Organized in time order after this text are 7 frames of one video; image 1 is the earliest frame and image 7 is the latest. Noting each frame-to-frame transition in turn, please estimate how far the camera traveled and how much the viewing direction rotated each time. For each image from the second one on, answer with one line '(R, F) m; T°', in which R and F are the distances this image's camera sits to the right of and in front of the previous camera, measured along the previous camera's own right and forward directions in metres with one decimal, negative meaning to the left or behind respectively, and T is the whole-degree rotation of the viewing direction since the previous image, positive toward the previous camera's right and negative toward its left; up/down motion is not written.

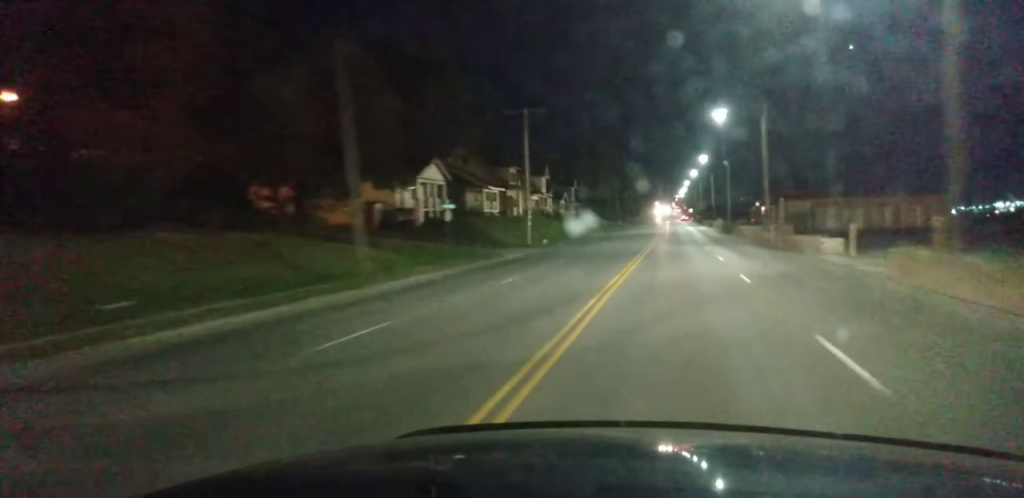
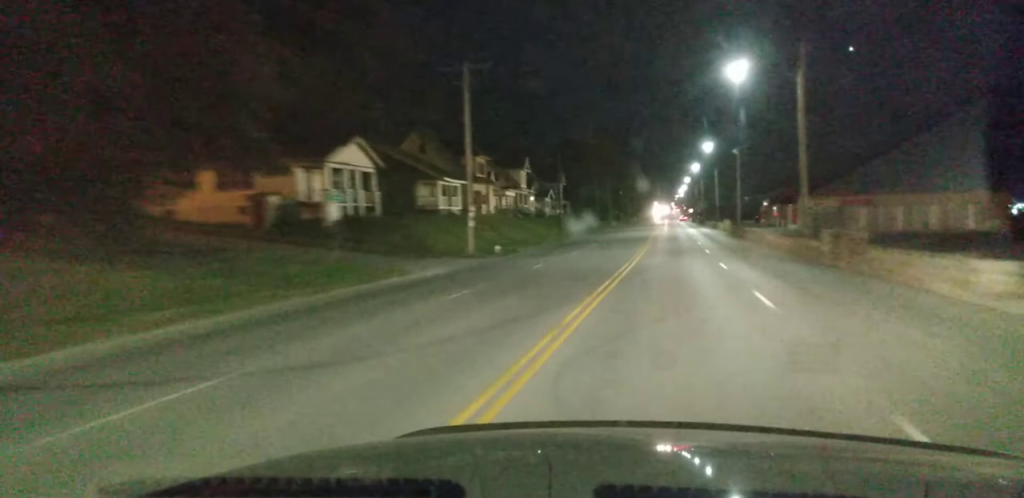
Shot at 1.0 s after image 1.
(+0.5, +16.5) m; +2°
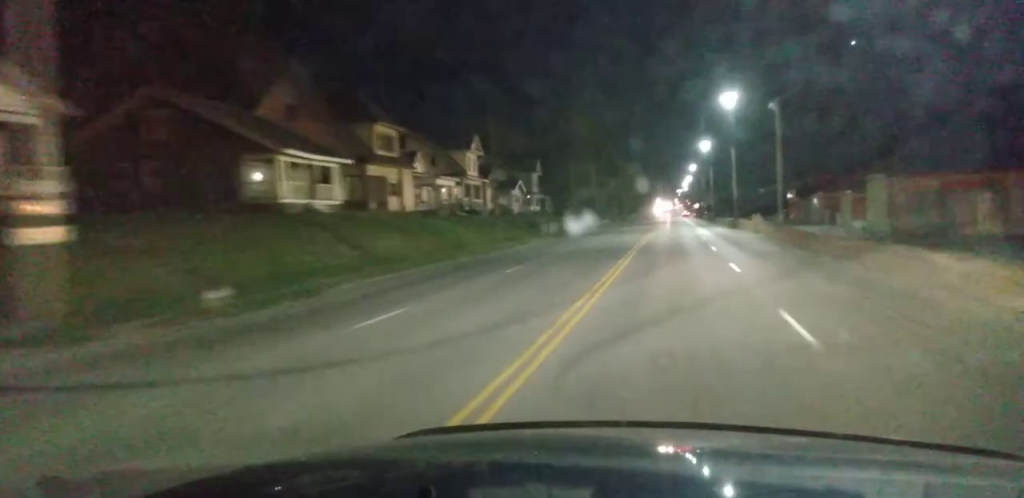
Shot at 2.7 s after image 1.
(-1.2, +30.0) m; -4°
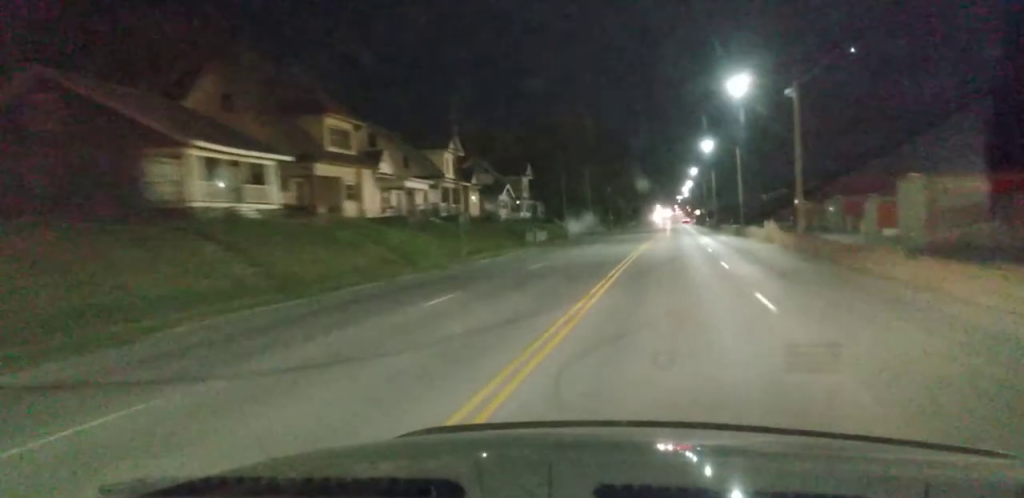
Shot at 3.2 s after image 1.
(-0.3, +9.1) m; -1°
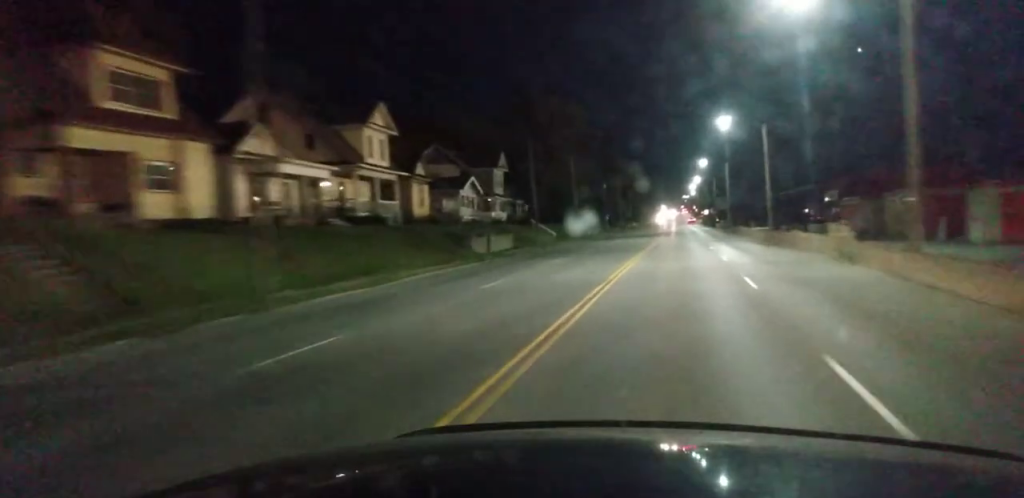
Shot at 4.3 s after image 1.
(+0.6, +19.0) m; +3°
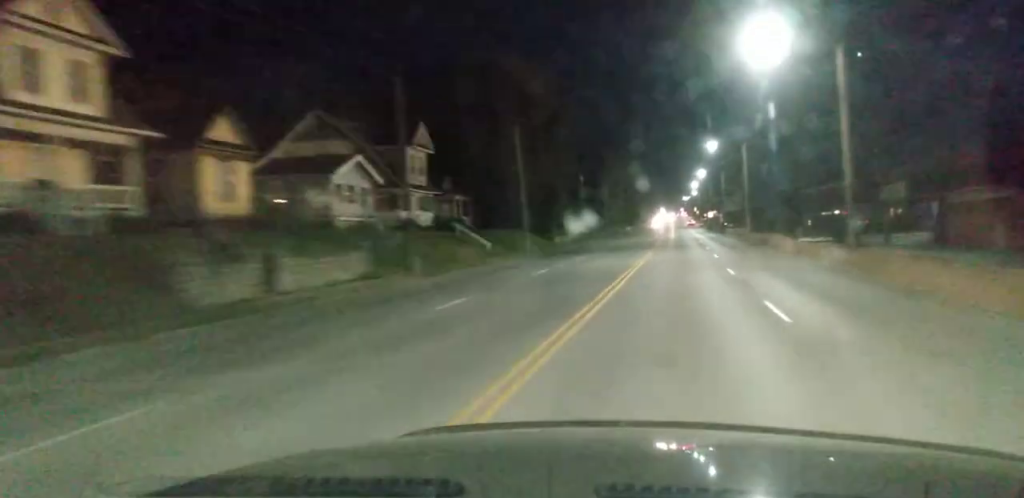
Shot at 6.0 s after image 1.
(+0.5, +30.0) m; +1°
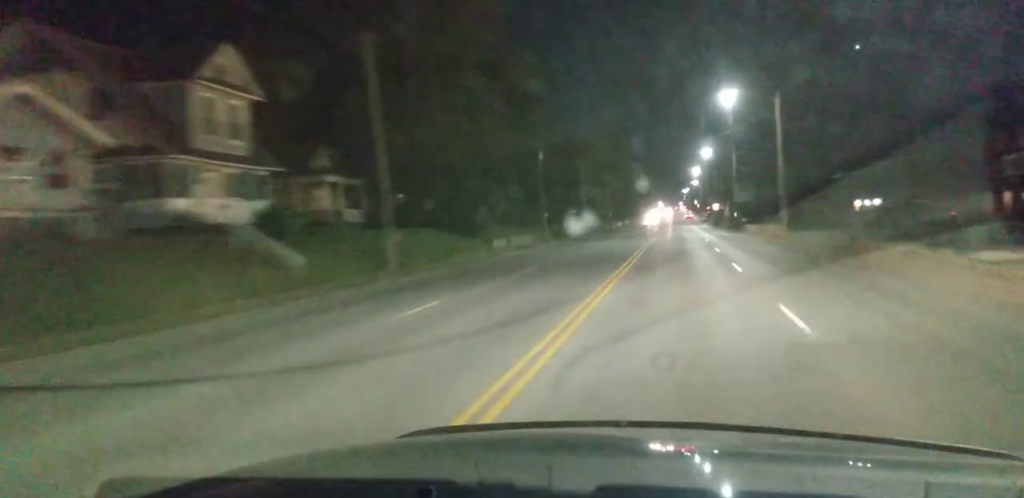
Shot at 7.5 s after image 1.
(+0.2, +27.4) m; +1°
